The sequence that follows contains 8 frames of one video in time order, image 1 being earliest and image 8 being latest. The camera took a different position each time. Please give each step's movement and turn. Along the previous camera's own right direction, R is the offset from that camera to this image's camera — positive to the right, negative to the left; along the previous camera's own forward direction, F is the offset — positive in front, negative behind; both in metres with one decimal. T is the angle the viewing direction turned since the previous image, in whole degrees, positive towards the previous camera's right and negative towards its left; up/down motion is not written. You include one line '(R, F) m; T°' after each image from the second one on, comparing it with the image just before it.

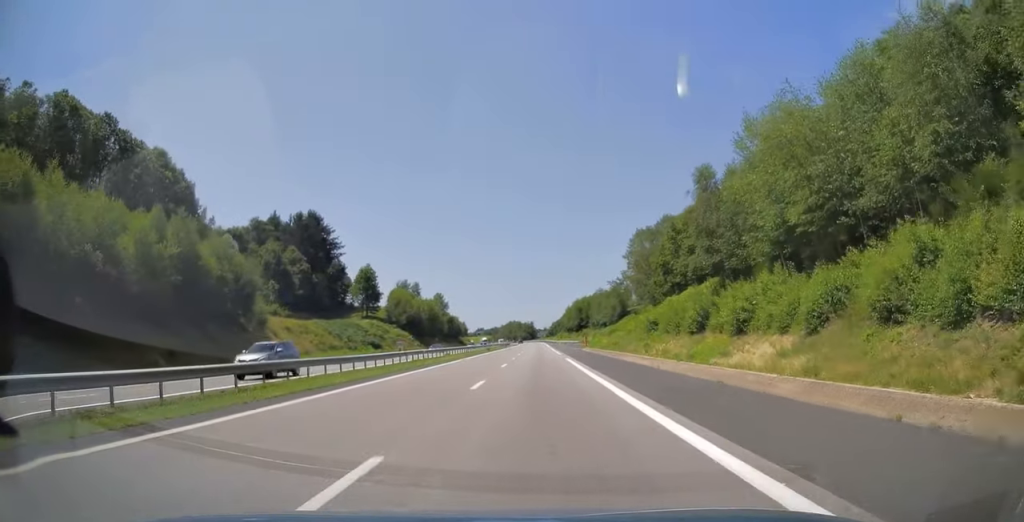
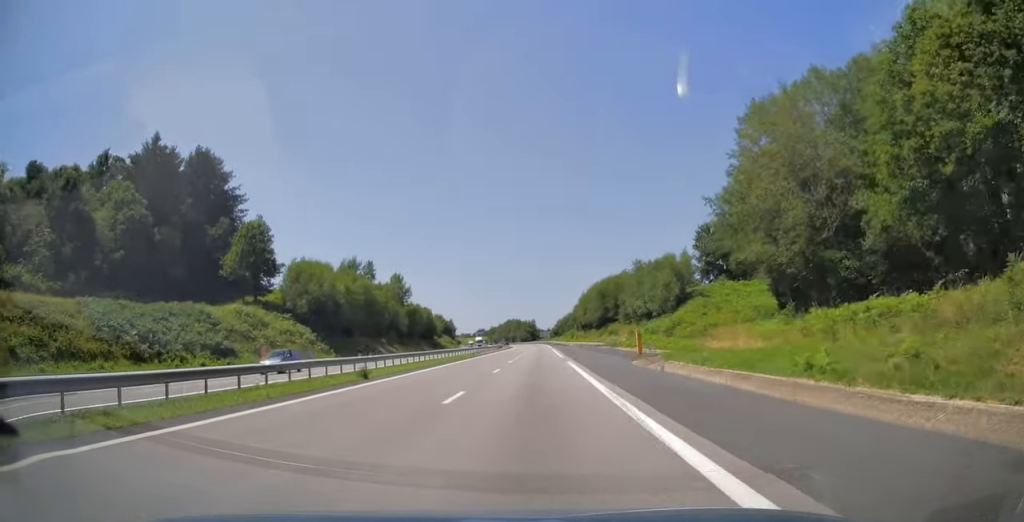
(-0.2, +55.0) m; 0°
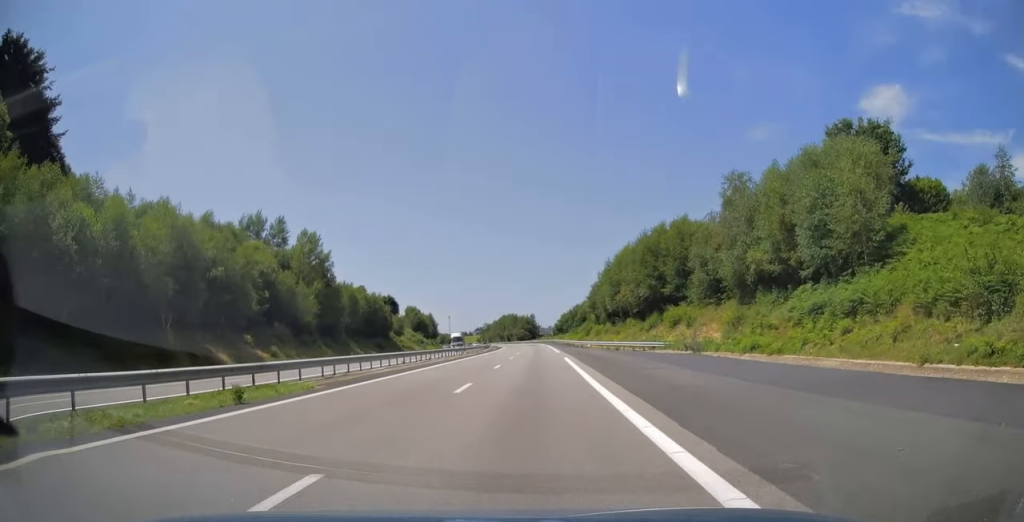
(+0.4, +48.9) m; 0°
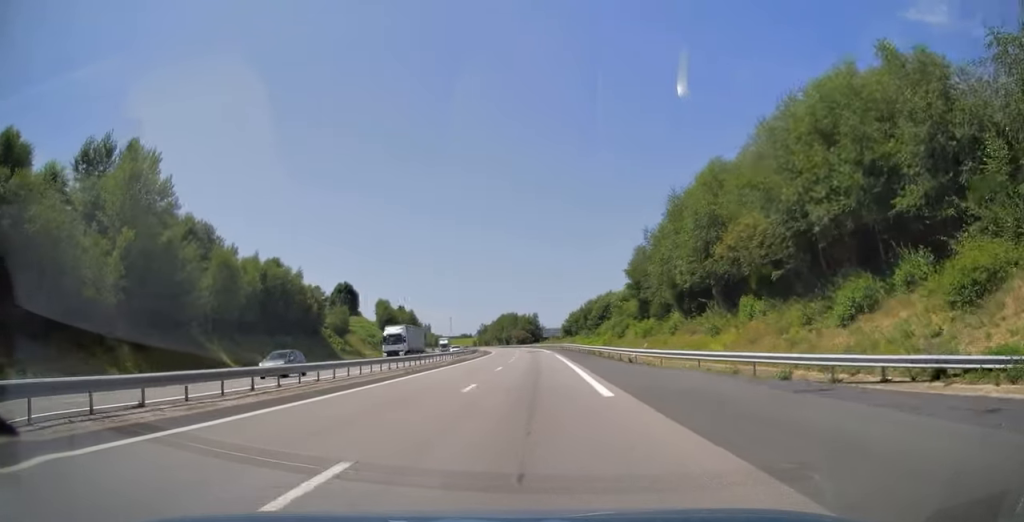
(-0.3, +37.9) m; -1°
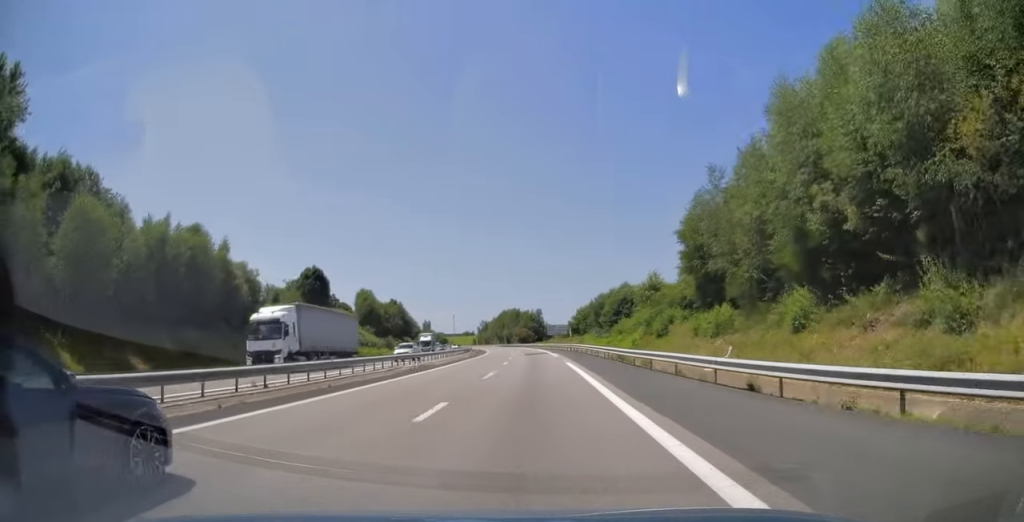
(-0.1, +19.3) m; 0°
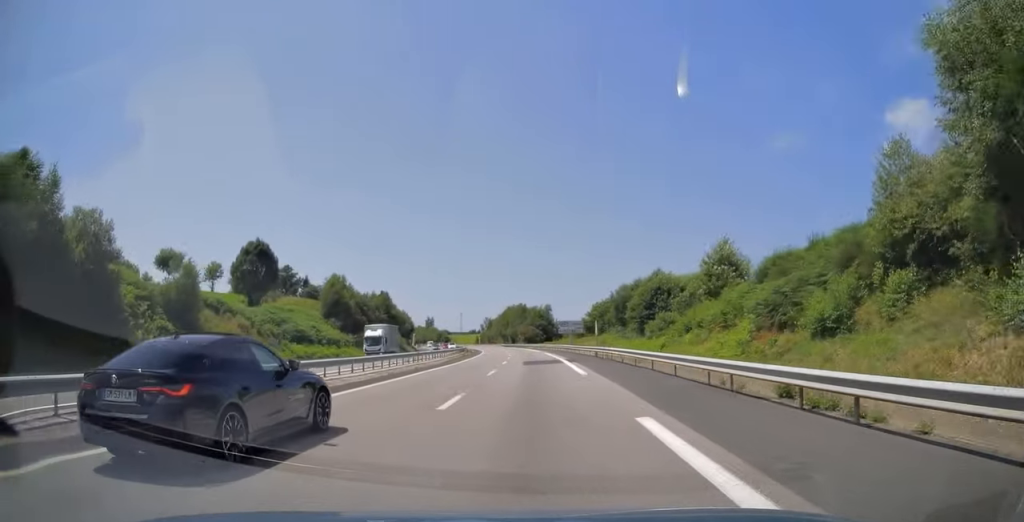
(+0.2, +24.1) m; 0°
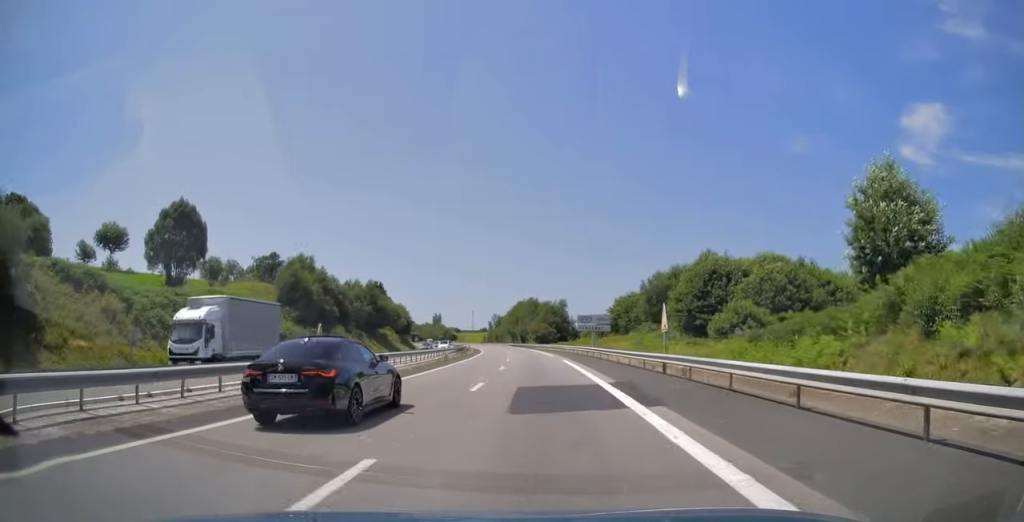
(-0.2, +21.4) m; -1°
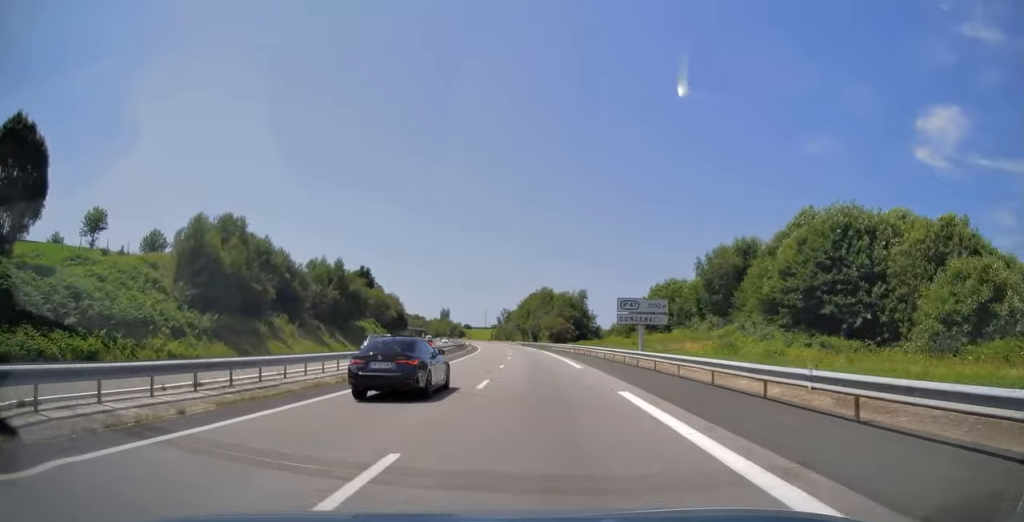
(-0.4, +25.7) m; -2°
